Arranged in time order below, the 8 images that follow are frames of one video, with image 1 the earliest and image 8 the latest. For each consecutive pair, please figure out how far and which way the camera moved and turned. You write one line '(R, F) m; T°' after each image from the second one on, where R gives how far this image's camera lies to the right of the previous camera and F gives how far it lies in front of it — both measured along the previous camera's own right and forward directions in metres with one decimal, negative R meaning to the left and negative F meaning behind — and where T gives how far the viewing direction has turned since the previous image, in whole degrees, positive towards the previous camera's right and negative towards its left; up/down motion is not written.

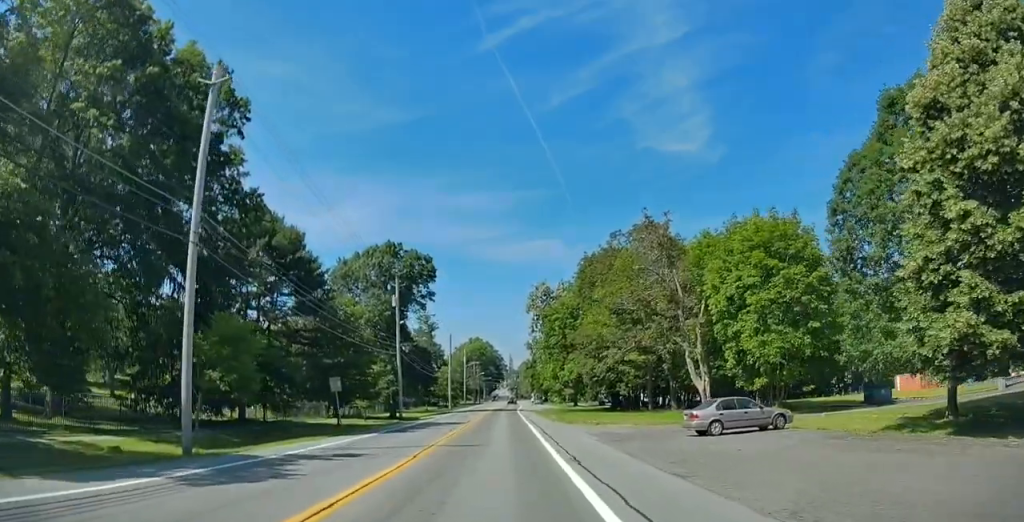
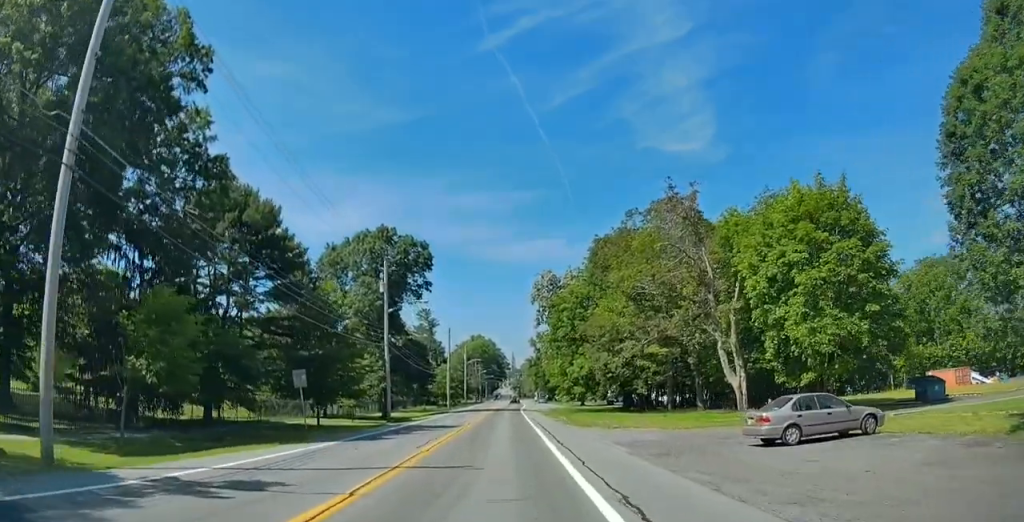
(-0.1, +6.5) m; 0°
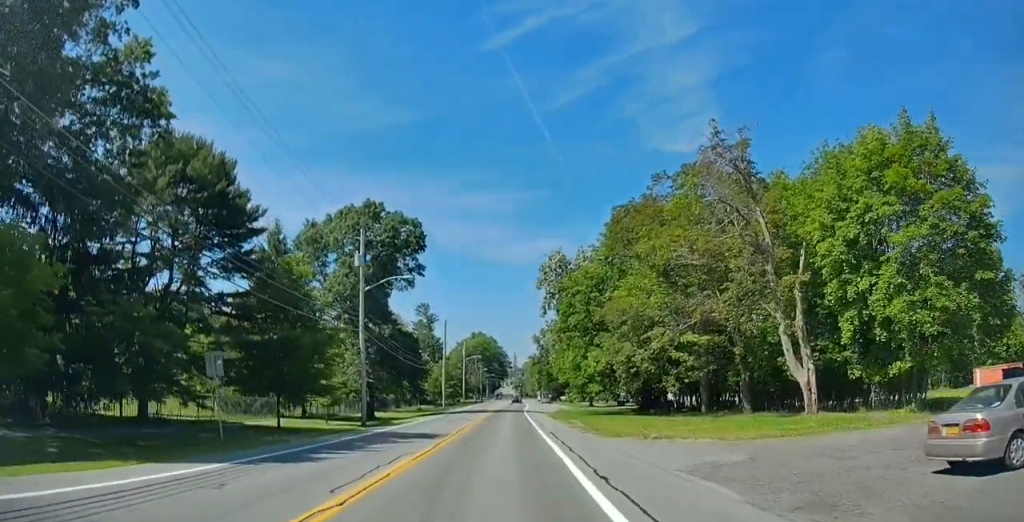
(+0.2, +9.0) m; -1°
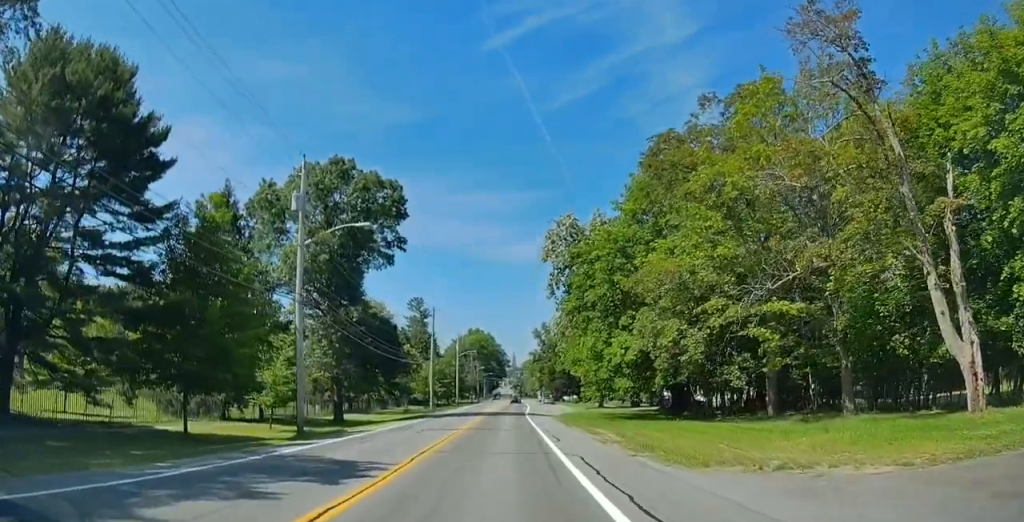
(-0.4, +12.4) m; -1°
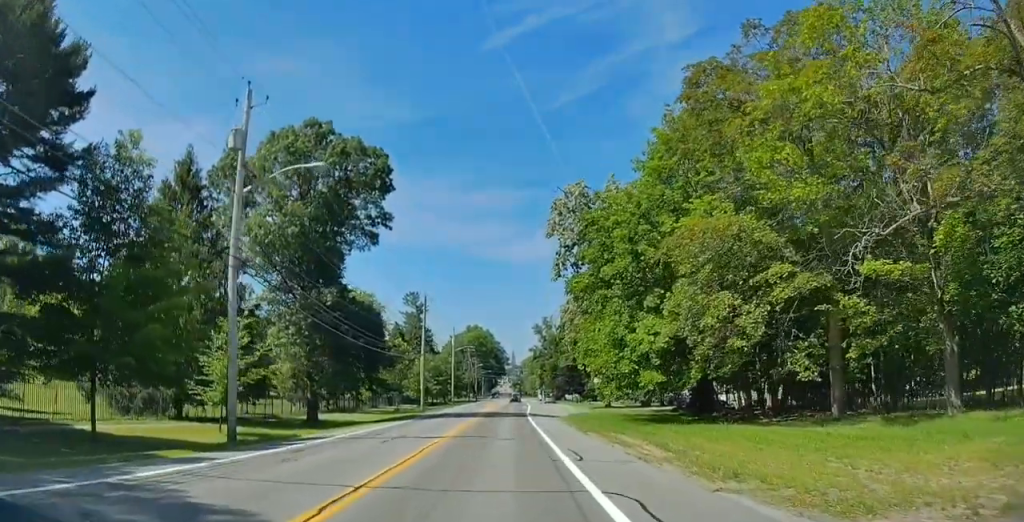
(+0.1, +7.0) m; 0°
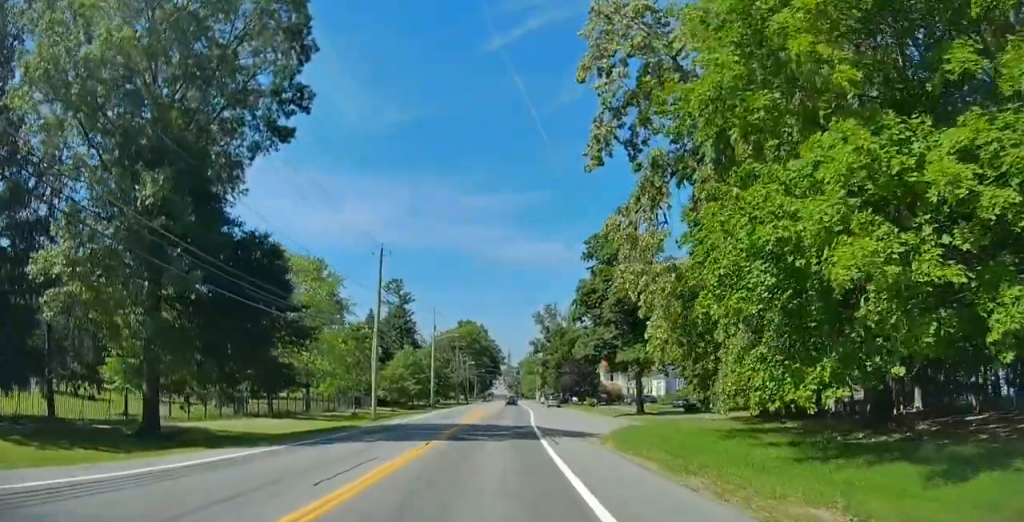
(0.0, +22.5) m; +1°
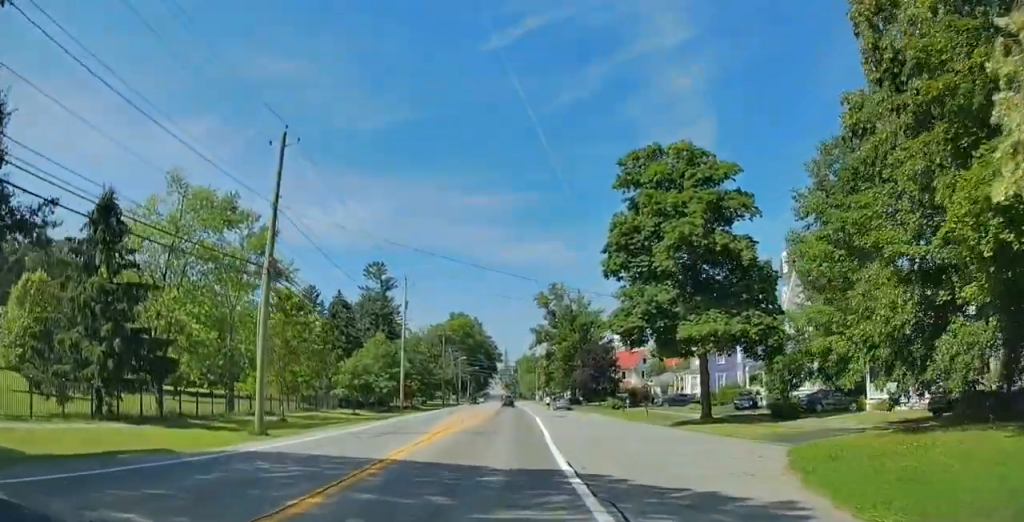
(+0.6, +20.1) m; +2°
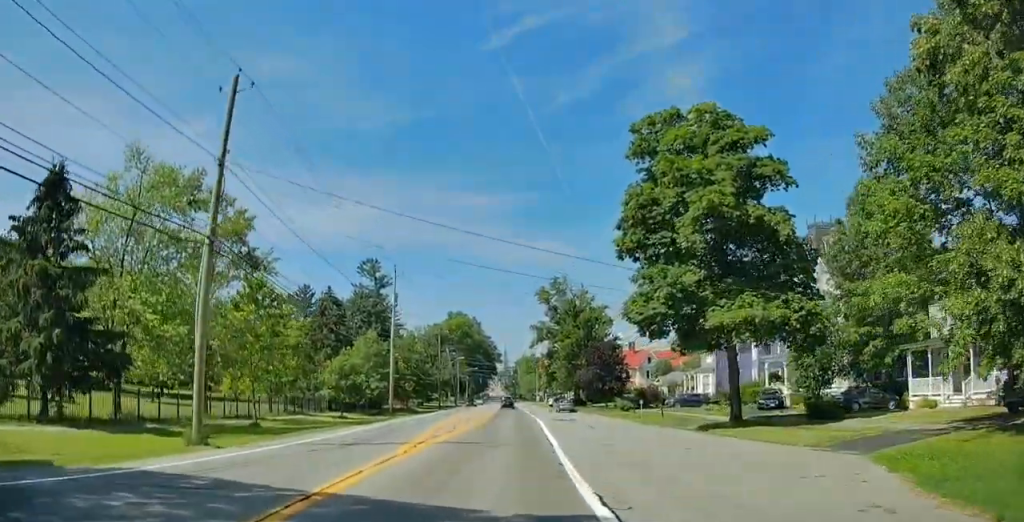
(-0.1, +4.7) m; 0°
